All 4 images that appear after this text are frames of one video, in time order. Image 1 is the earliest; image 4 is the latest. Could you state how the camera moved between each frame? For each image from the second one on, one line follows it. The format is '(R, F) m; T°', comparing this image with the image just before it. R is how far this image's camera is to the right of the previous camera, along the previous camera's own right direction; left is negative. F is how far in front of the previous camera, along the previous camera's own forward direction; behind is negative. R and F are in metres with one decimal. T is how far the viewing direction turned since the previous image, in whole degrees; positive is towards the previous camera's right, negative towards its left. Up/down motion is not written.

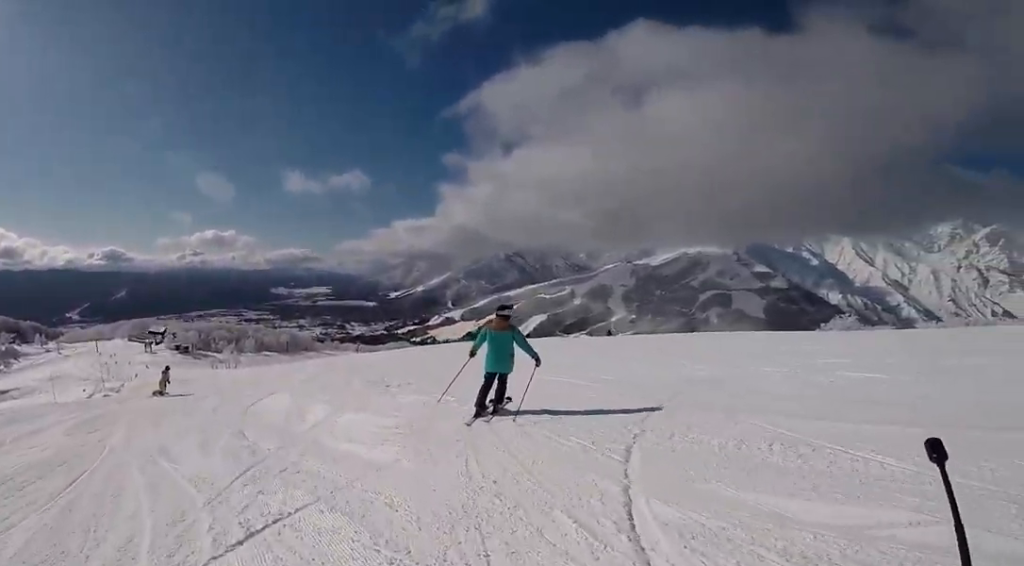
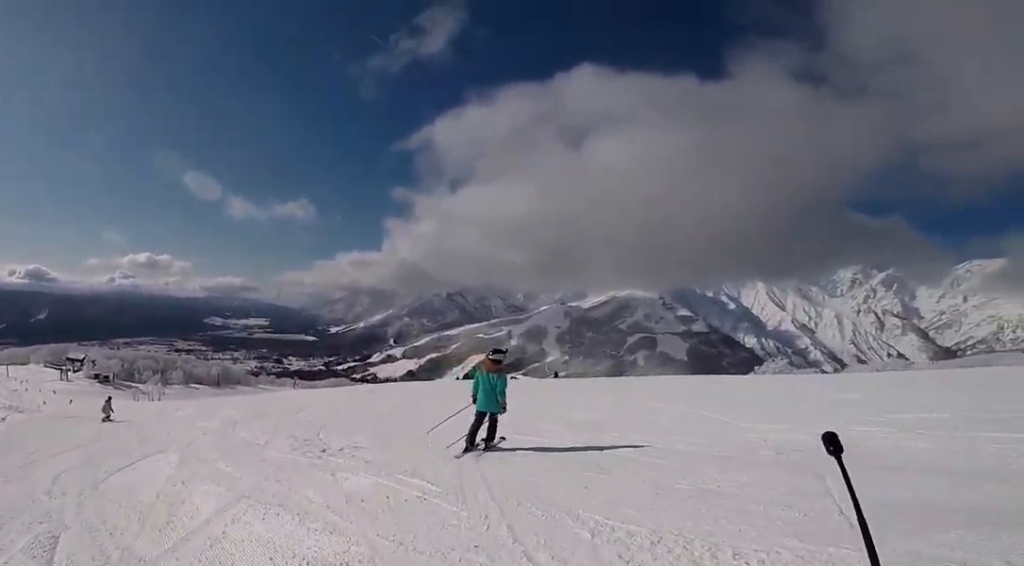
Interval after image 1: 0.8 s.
(+0.1, +3.3) m; +12°
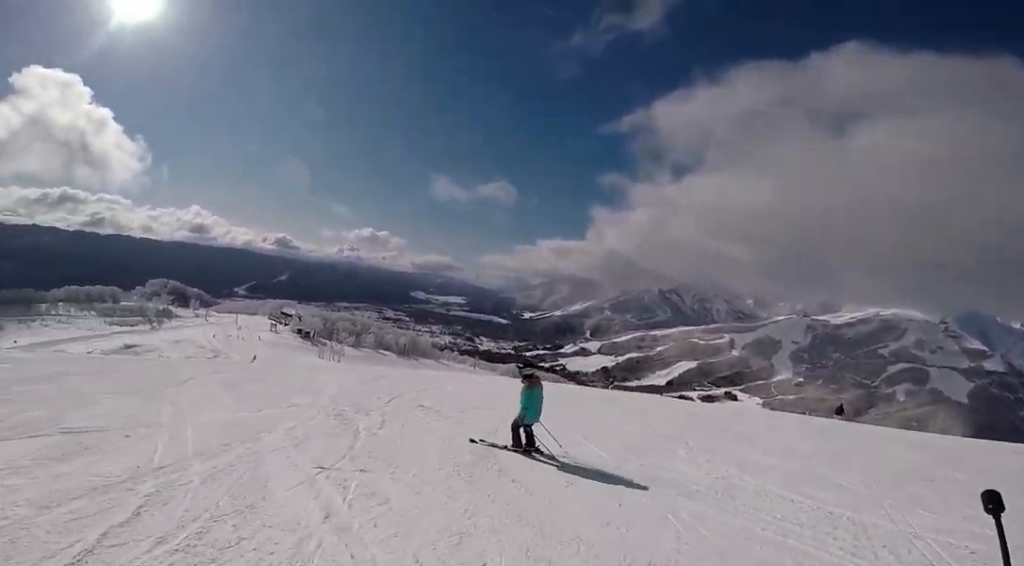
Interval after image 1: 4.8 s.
(+0.6, +16.4) m; -28°
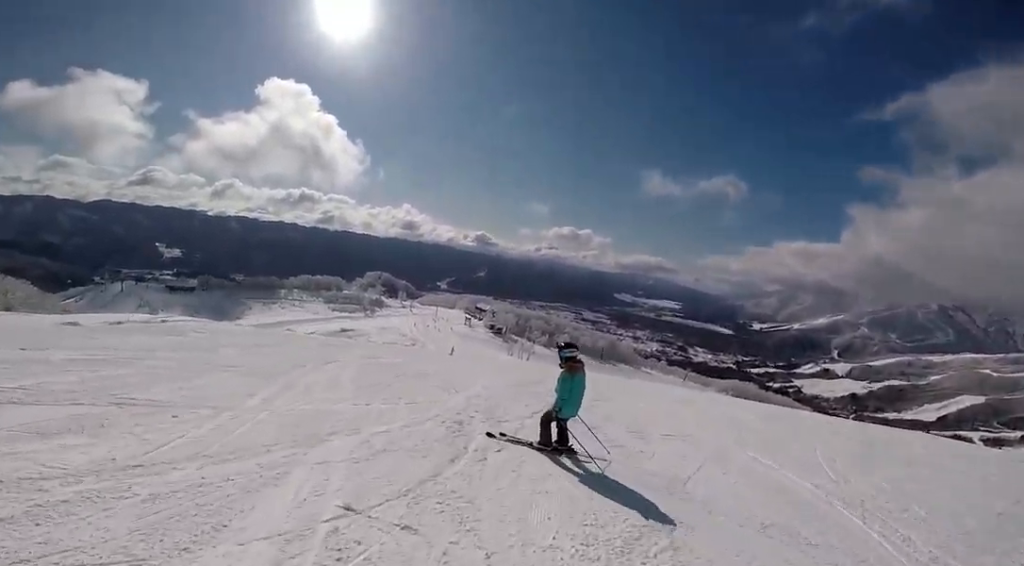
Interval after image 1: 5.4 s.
(-0.6, +2.1) m; -15°
